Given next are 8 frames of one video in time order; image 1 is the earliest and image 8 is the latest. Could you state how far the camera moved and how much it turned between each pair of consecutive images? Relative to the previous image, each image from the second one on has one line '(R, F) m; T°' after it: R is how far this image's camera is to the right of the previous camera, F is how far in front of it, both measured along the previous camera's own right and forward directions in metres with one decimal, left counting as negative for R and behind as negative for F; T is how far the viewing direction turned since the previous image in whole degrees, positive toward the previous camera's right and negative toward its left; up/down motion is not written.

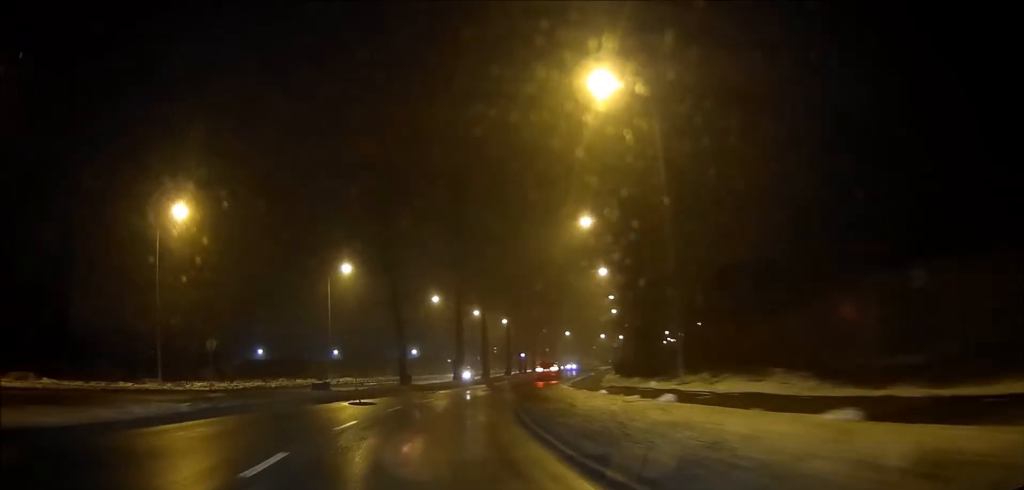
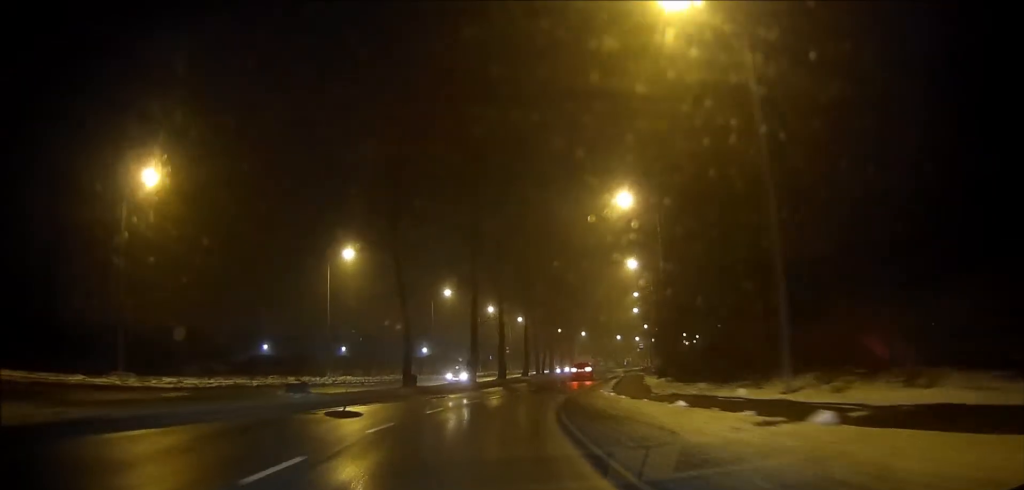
(-0.1, +6.0) m; -1°
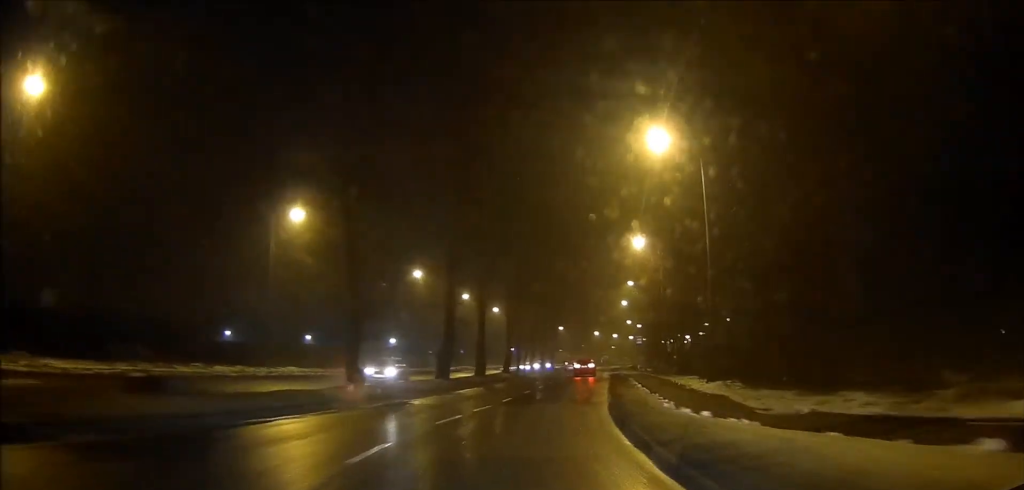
(0.0, +10.1) m; 0°
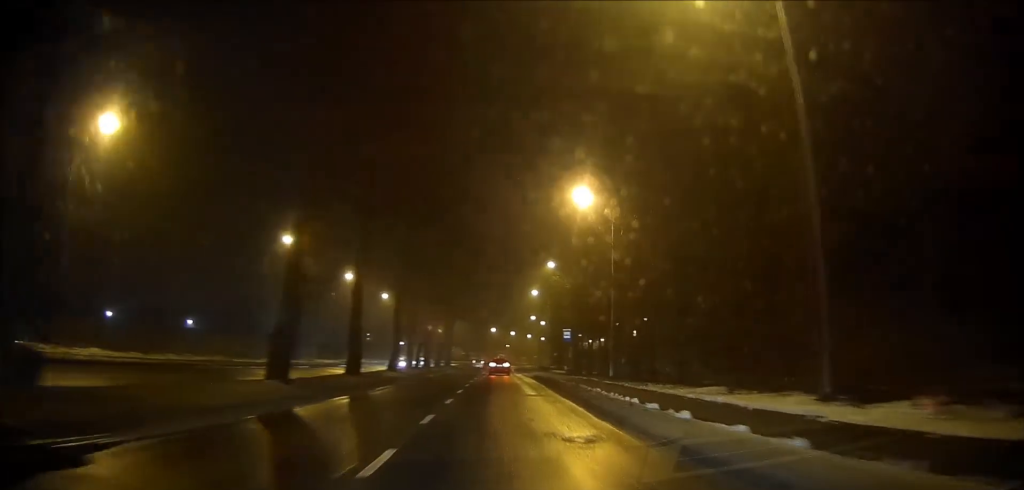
(0.0, +15.1) m; +4°
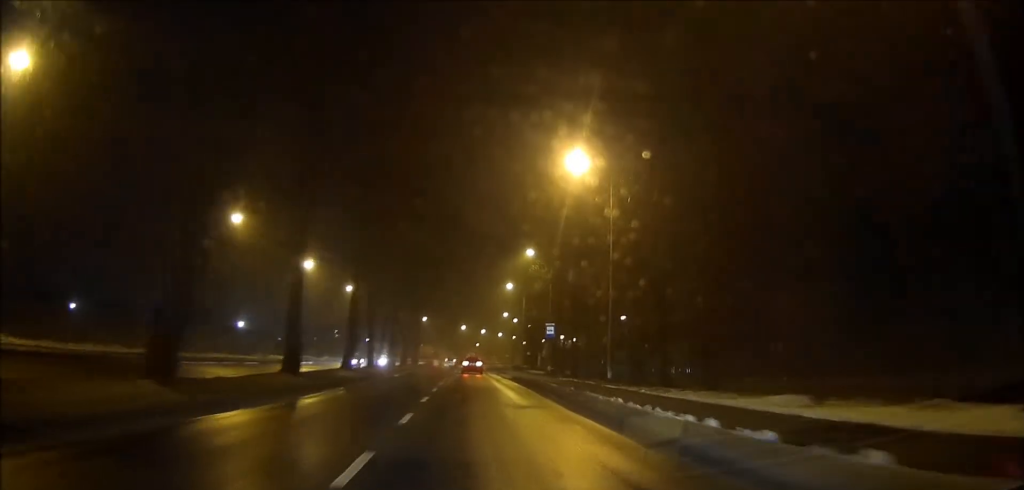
(+0.3, +6.6) m; +3°
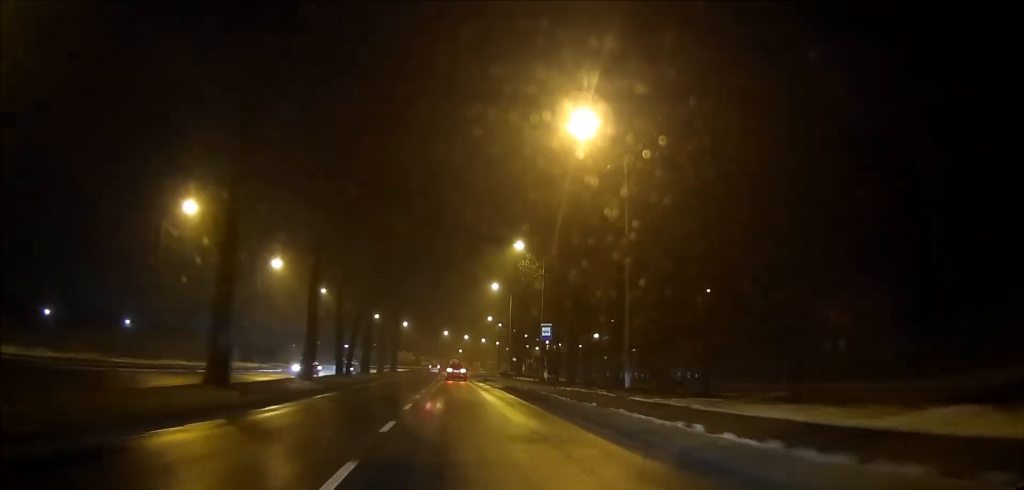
(+0.2, +6.2) m; +3°
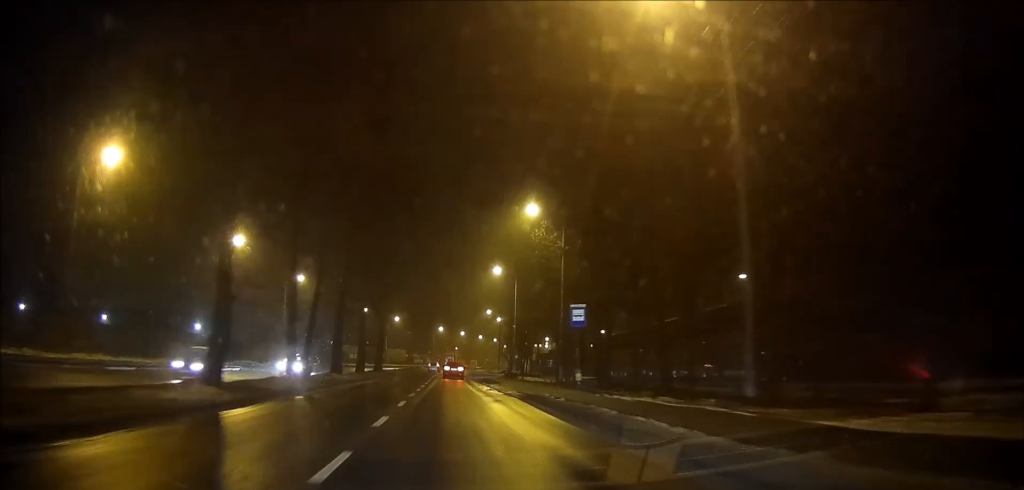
(+0.4, +11.0) m; +3°
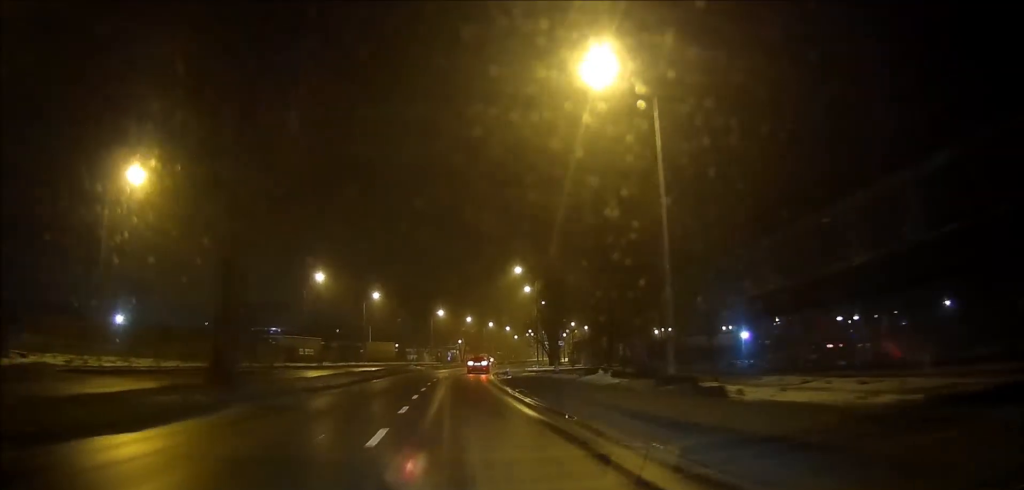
(+1.0, +44.2) m; +1°
